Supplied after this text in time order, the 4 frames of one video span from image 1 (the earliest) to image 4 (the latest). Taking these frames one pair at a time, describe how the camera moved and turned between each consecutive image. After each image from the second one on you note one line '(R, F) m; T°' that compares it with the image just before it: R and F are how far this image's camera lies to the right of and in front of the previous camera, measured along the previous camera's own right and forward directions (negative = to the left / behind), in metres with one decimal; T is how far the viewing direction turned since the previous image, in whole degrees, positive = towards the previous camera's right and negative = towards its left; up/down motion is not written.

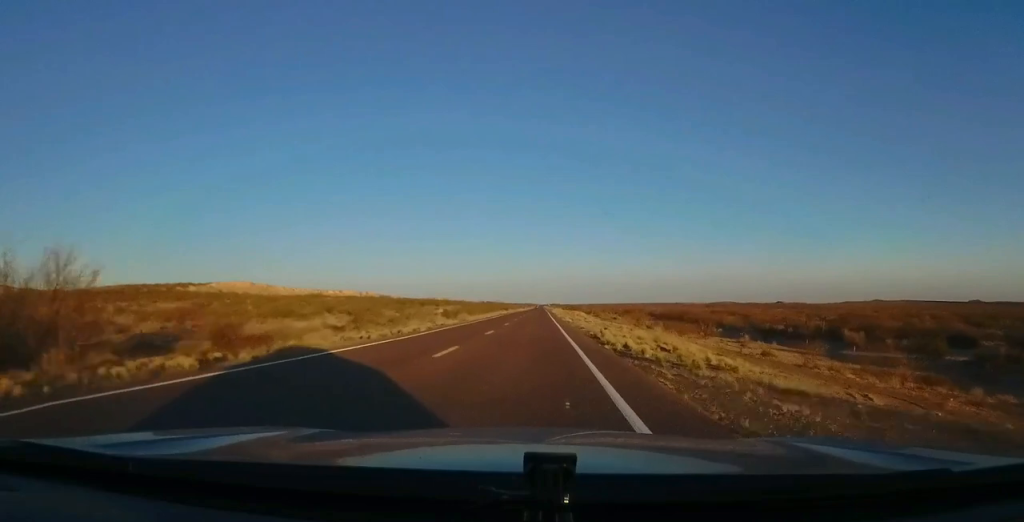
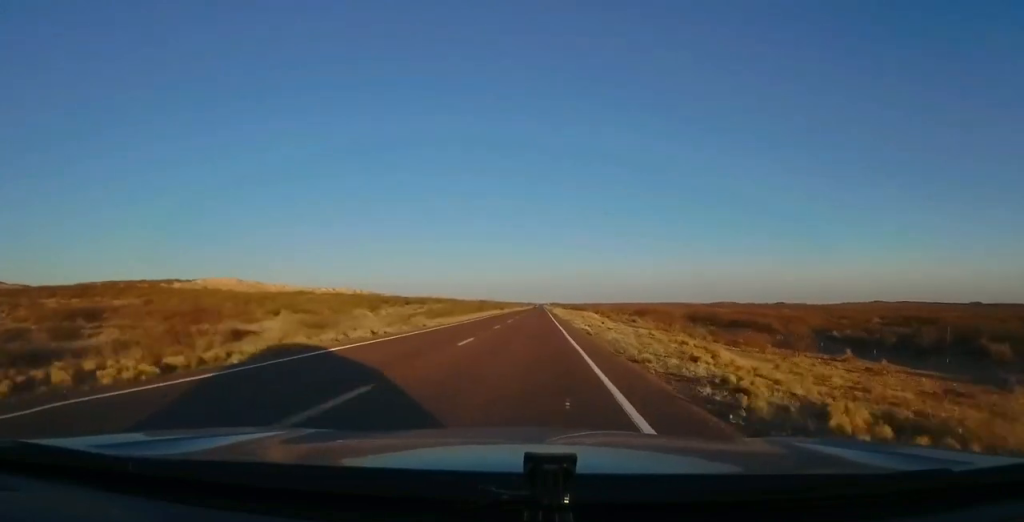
(+0.1, +20.4) m; 0°
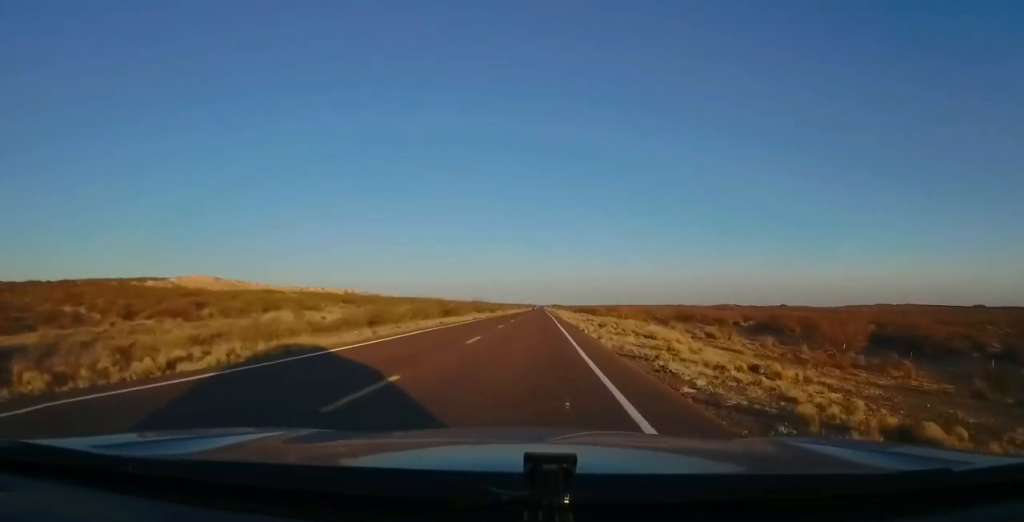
(-0.1, +35.0) m; -1°
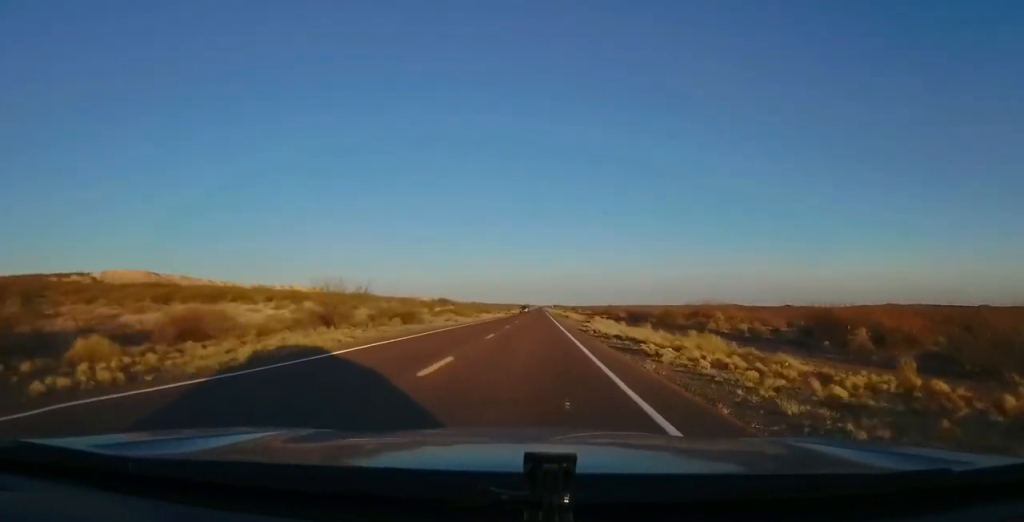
(+0.5, +81.0) m; +1°
